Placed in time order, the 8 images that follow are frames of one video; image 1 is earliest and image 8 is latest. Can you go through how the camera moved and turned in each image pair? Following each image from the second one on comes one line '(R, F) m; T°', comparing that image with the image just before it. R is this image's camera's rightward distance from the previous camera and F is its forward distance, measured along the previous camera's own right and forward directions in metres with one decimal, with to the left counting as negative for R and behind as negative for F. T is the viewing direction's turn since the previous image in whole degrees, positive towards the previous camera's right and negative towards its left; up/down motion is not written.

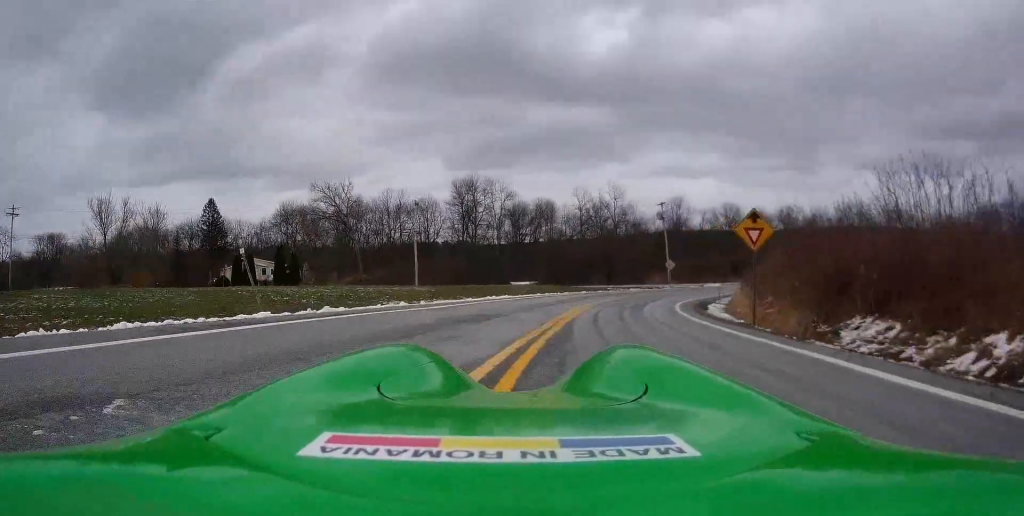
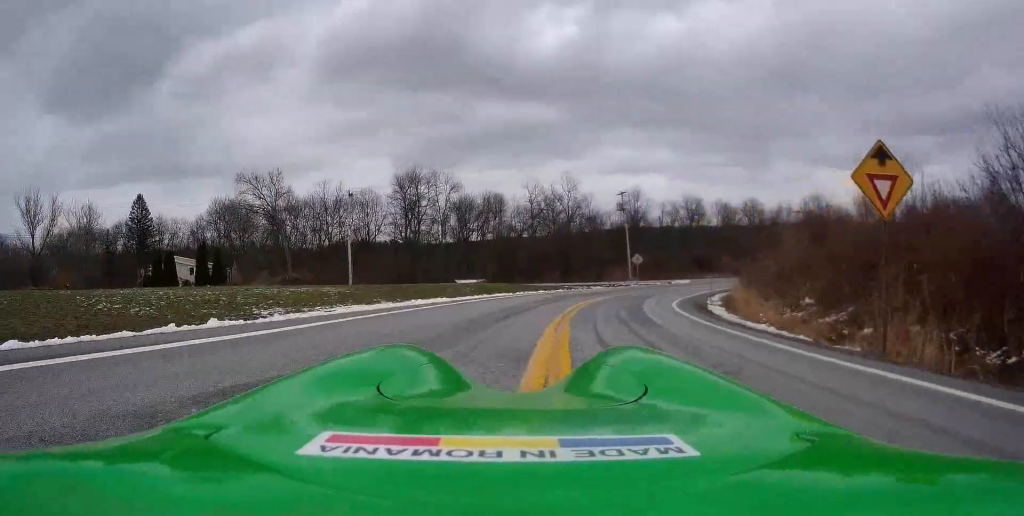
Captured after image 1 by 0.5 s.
(+0.1, +8.6) m; +5°
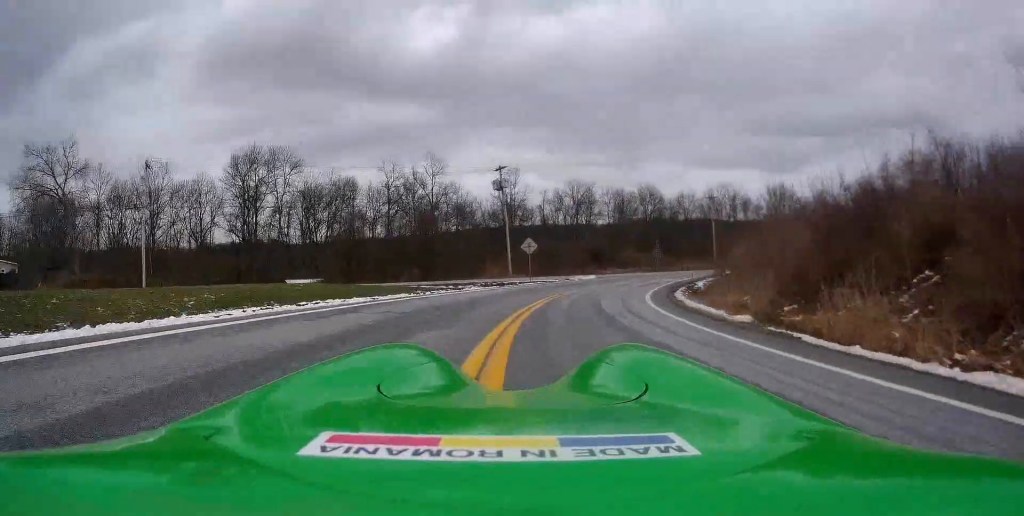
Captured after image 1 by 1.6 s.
(+2.0, +19.4) m; +13°
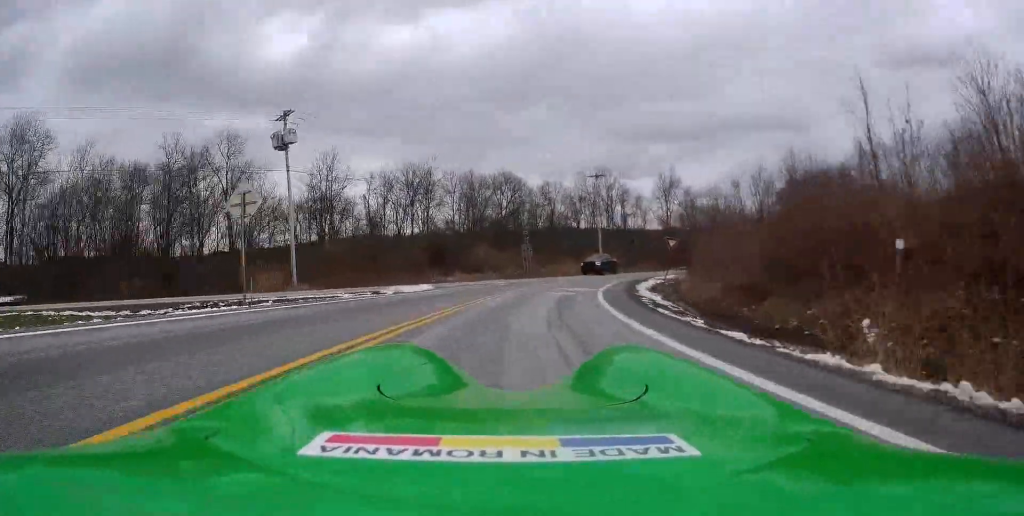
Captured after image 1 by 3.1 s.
(+4.1, +26.1) m; +18°
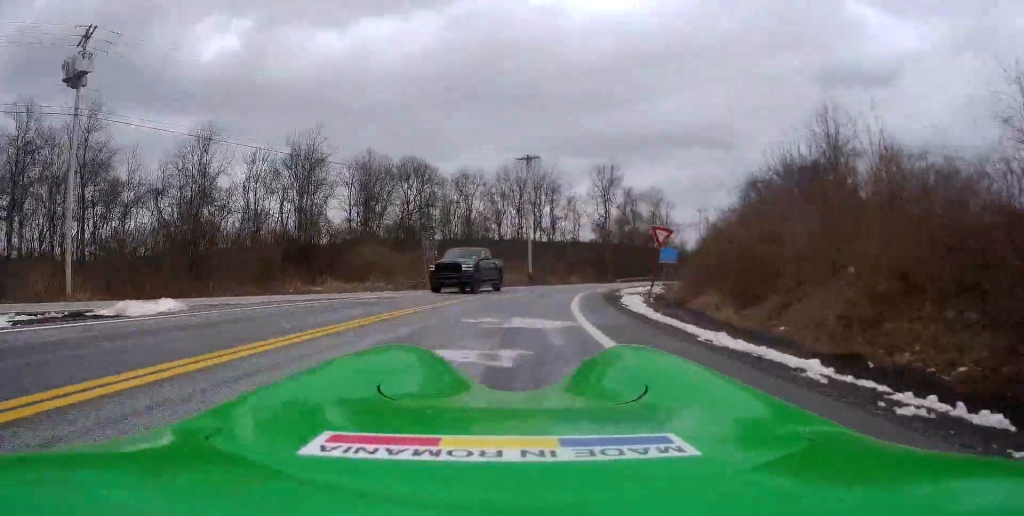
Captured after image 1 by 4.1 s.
(+1.9, +16.8) m; +13°
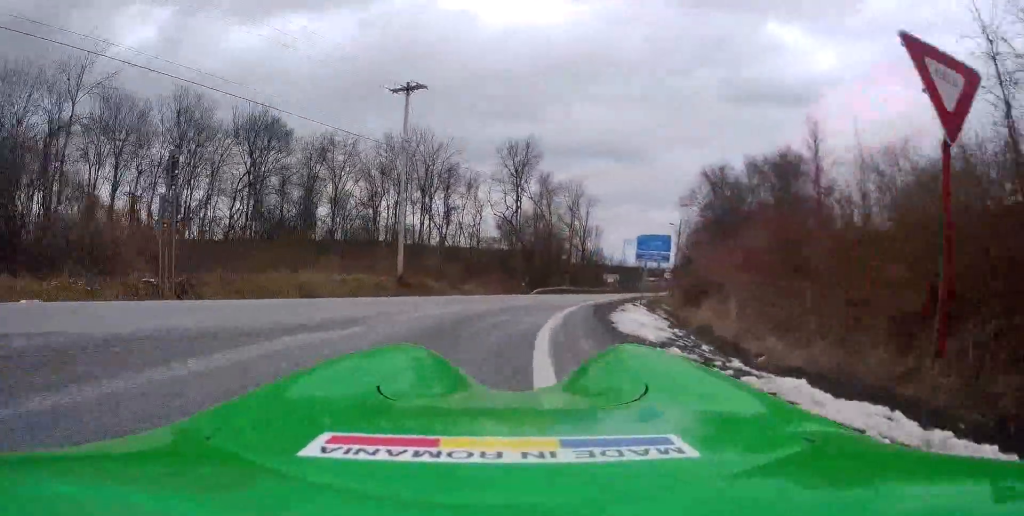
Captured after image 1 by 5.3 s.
(+2.6, +21.7) m; +7°
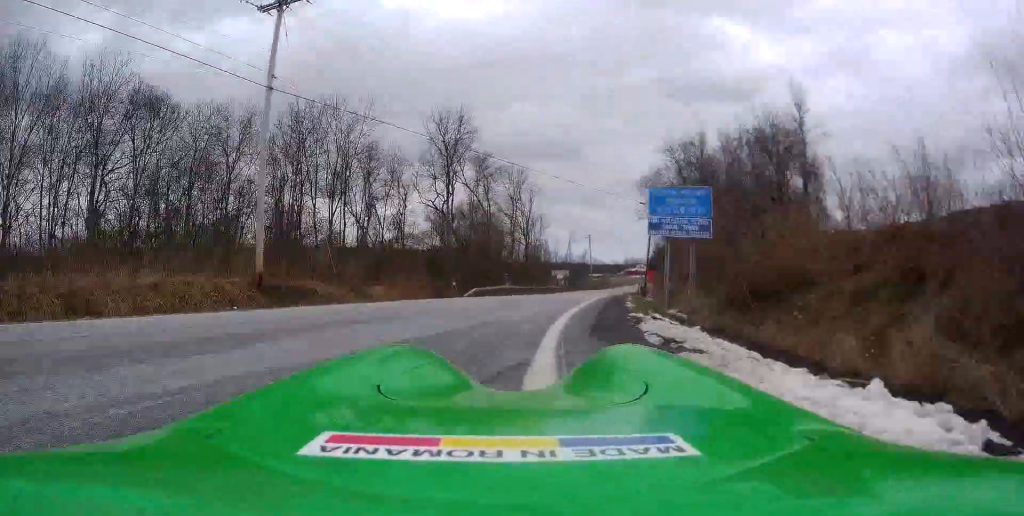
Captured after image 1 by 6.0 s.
(0.0, +12.1) m; 0°
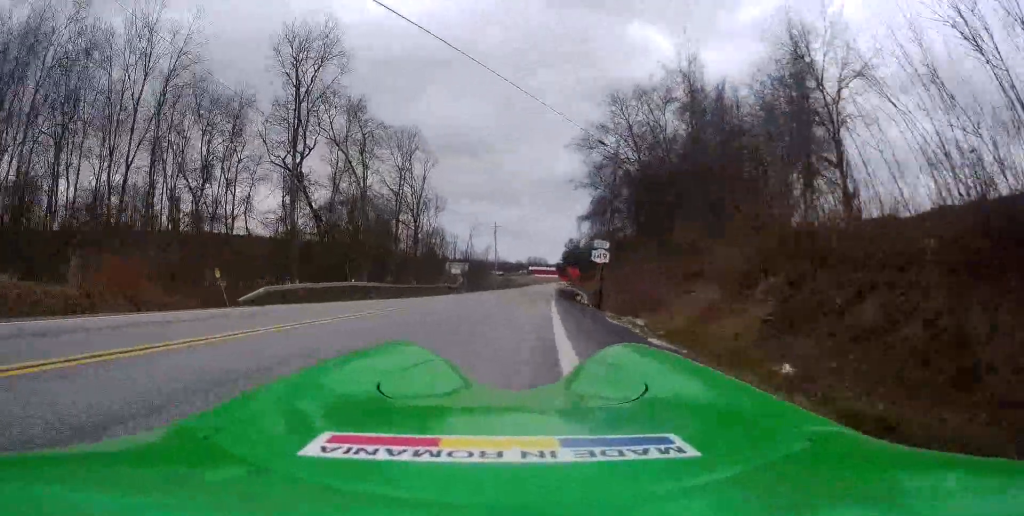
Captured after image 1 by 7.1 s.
(0.0, +20.6) m; +3°
